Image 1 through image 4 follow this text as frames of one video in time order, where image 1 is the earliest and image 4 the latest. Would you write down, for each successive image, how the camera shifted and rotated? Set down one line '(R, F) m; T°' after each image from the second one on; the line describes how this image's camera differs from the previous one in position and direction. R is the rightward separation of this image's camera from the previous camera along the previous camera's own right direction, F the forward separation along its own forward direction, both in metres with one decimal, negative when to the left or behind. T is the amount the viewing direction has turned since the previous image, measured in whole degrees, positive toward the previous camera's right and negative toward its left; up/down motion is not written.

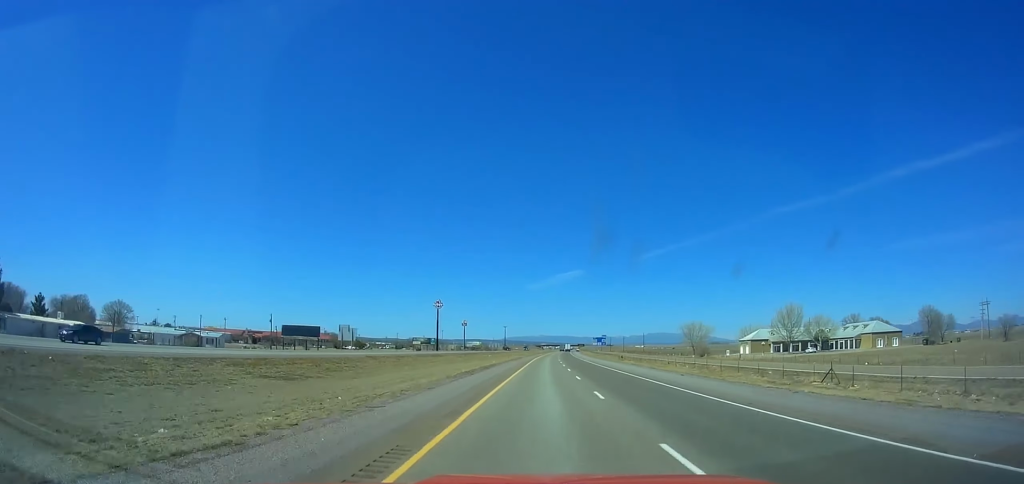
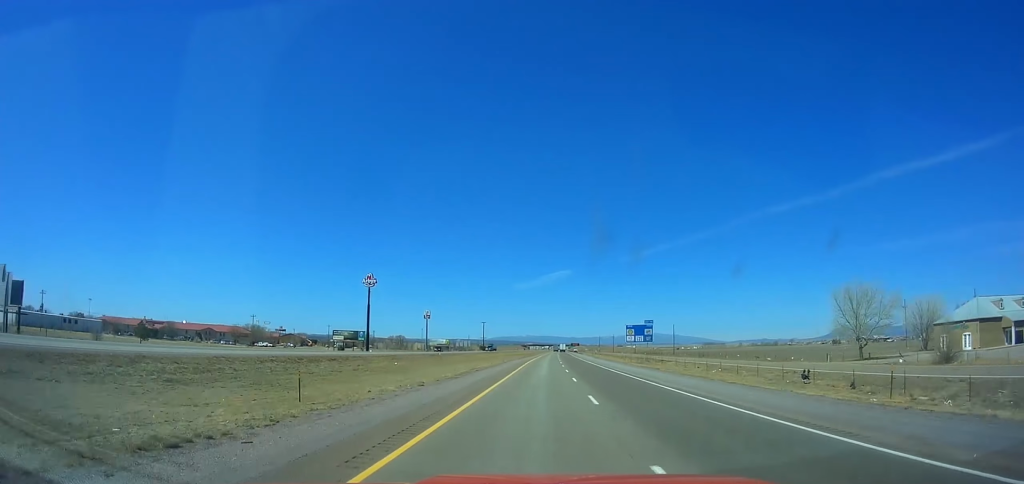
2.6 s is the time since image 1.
(+0.8, +81.7) m; +1°
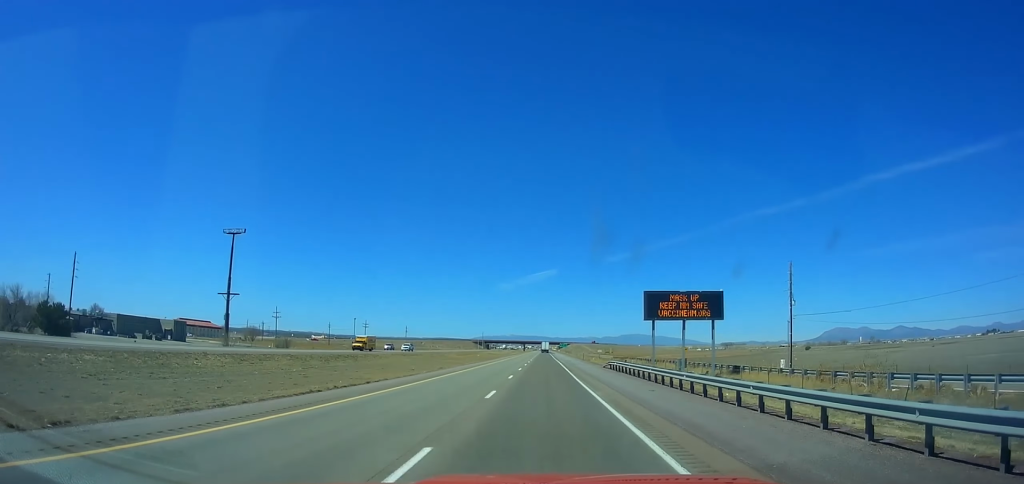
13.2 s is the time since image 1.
(+13.2, +357.3) m; +2°
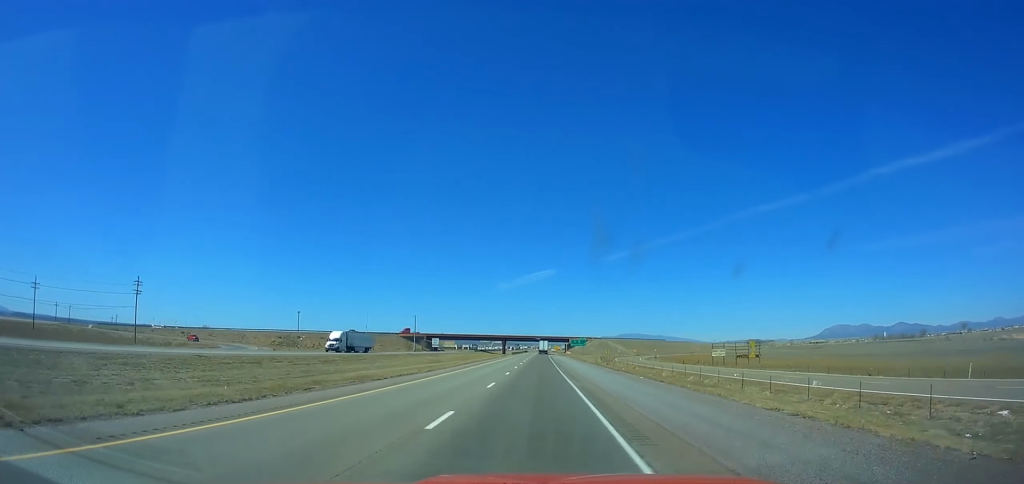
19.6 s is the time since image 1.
(-1.3, +282.5) m; 0°
